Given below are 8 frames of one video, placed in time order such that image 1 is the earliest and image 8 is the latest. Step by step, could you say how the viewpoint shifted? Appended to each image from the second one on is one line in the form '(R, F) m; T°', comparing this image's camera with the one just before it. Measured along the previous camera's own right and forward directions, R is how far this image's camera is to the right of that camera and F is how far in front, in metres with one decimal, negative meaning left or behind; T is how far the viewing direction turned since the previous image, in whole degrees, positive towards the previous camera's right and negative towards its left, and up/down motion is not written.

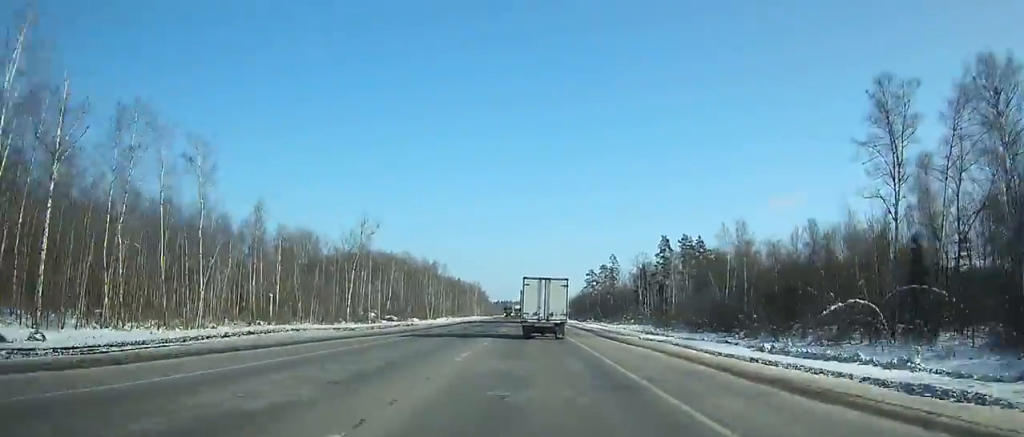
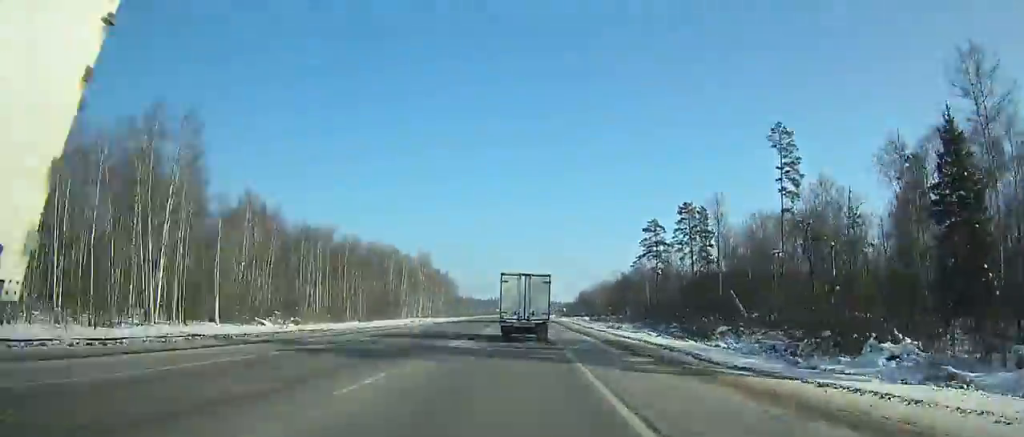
(+0.7, +161.6) m; 0°
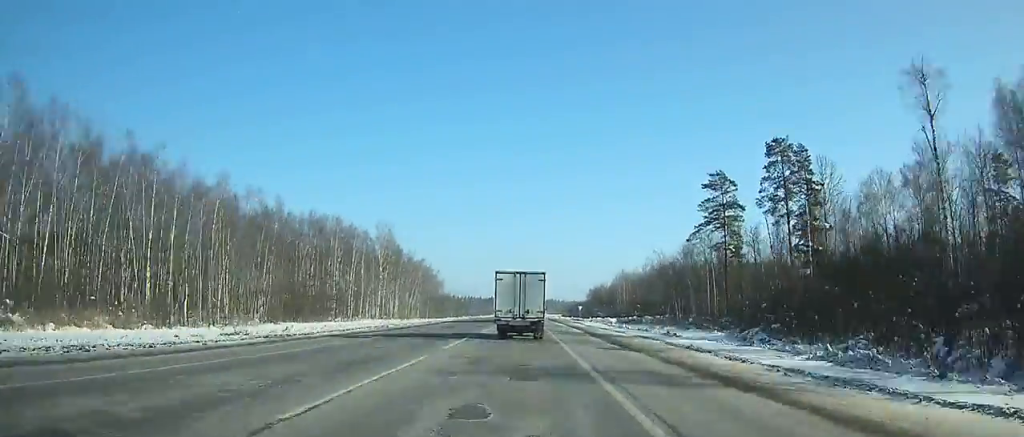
(-0.1, +50.3) m; 0°
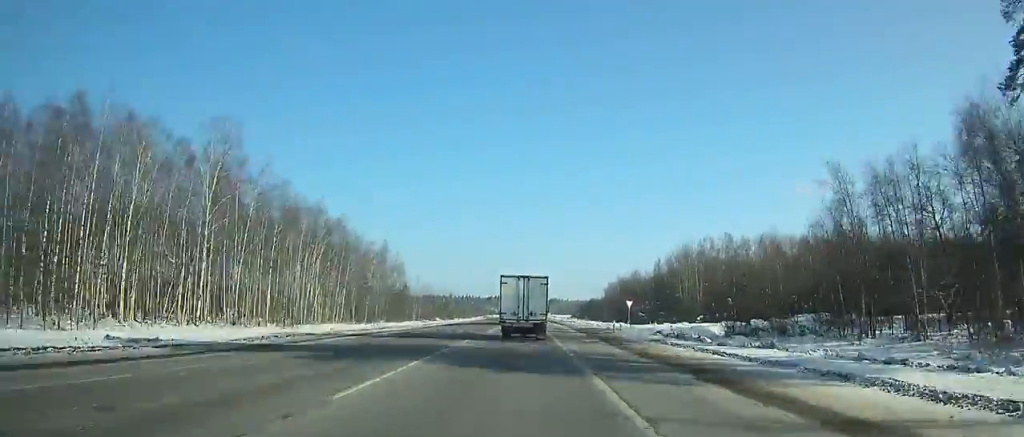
(-0.1, +69.8) m; 0°
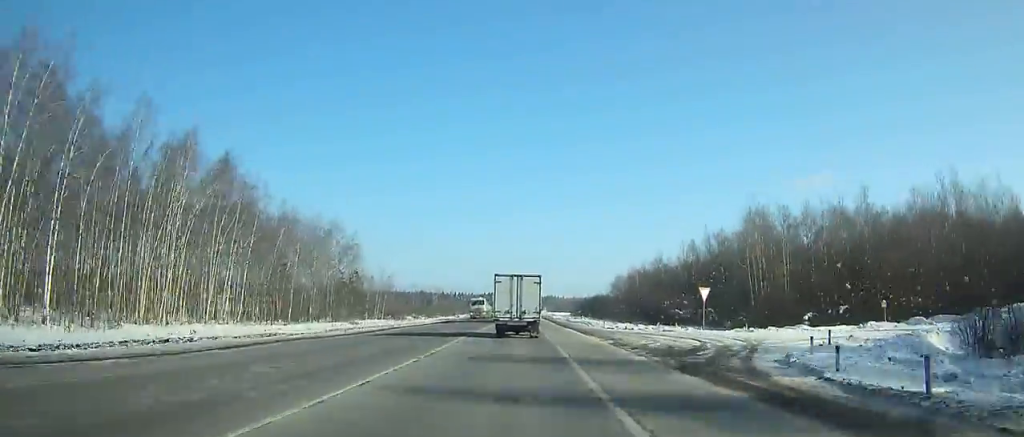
(0.0, +35.6) m; 0°
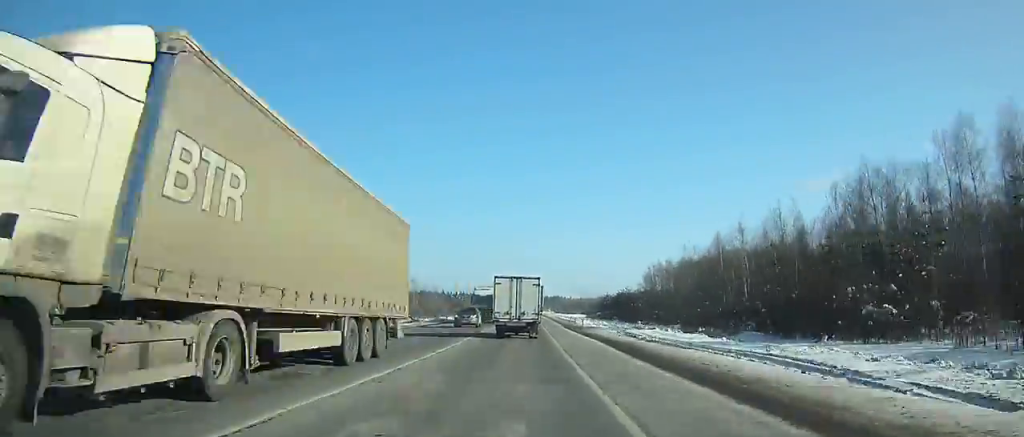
(0.0, +55.1) m; 0°
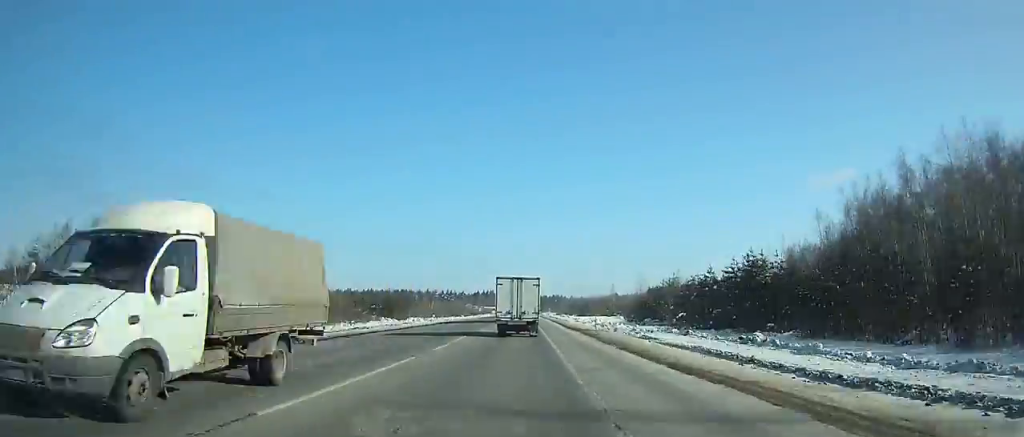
(-0.1, +113.3) m; 0°
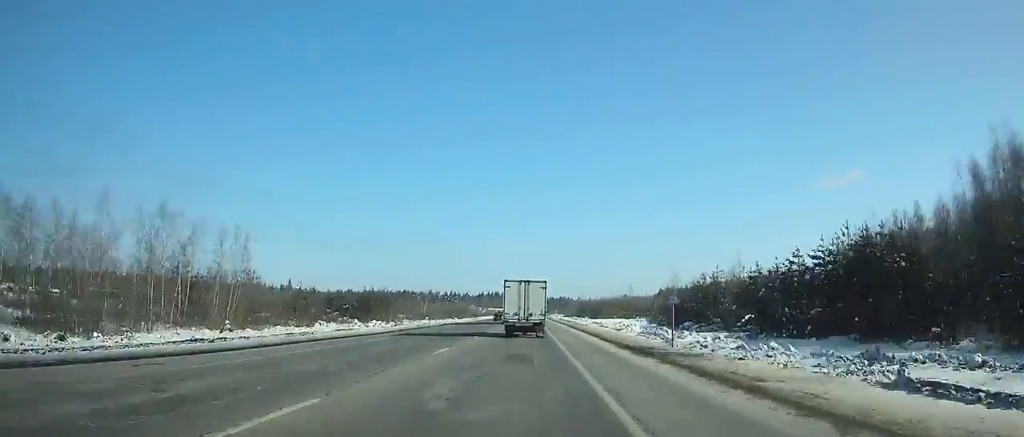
(0.0, +26.1) m; 0°
